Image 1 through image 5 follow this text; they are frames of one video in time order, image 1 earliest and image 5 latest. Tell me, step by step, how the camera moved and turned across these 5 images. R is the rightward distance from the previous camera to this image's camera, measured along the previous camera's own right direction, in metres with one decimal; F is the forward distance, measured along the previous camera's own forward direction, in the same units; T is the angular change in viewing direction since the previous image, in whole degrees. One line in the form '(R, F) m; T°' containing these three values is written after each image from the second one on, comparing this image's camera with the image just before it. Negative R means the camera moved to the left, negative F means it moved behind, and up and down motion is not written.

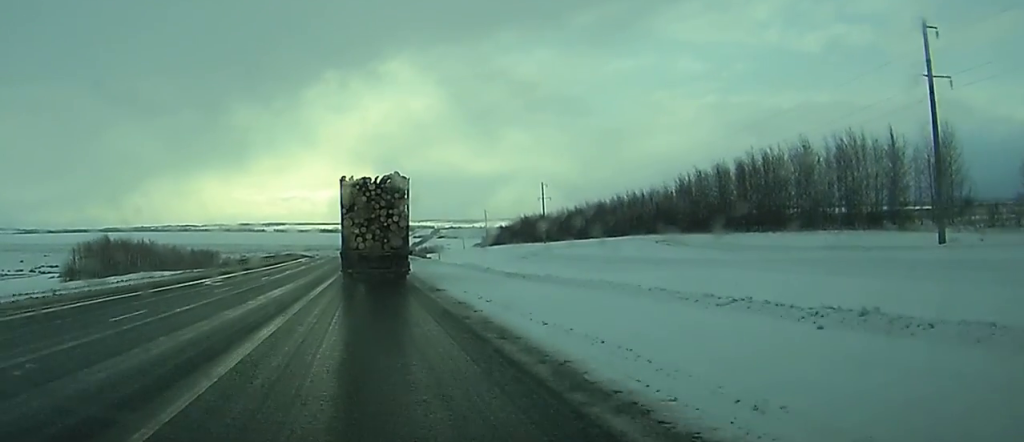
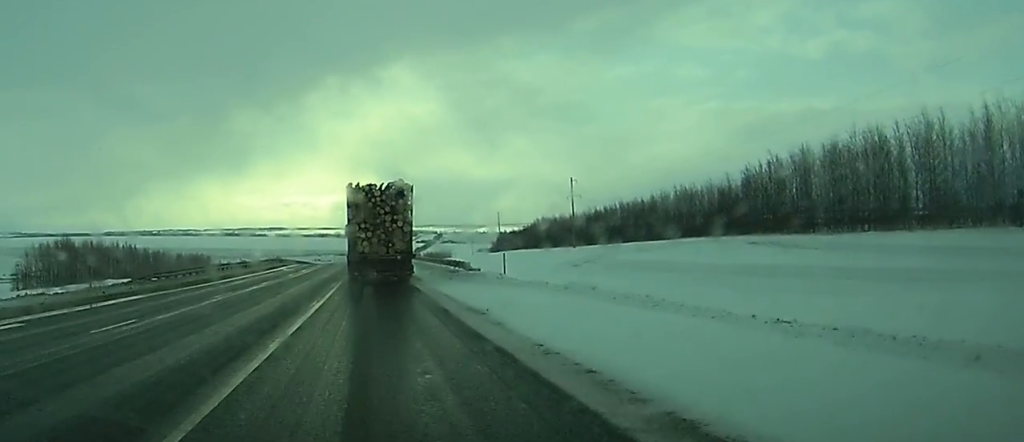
(+0.1, +25.9) m; 0°
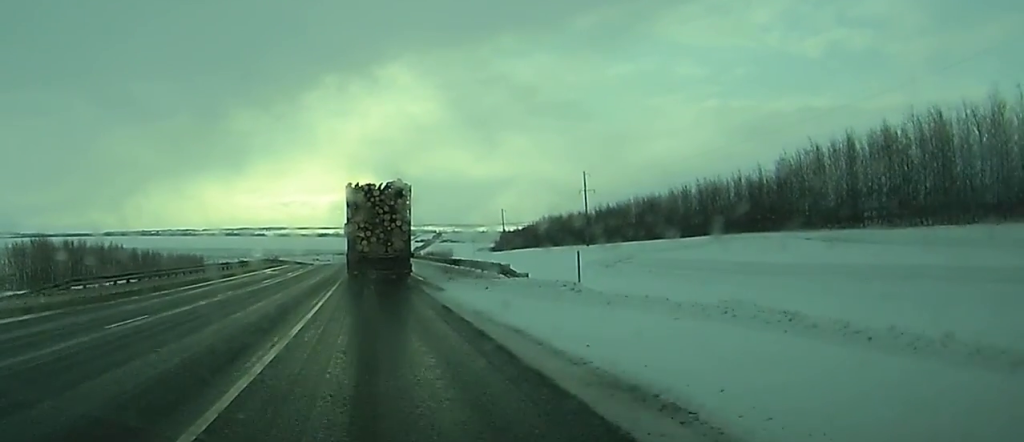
(0.0, +11.2) m; 0°
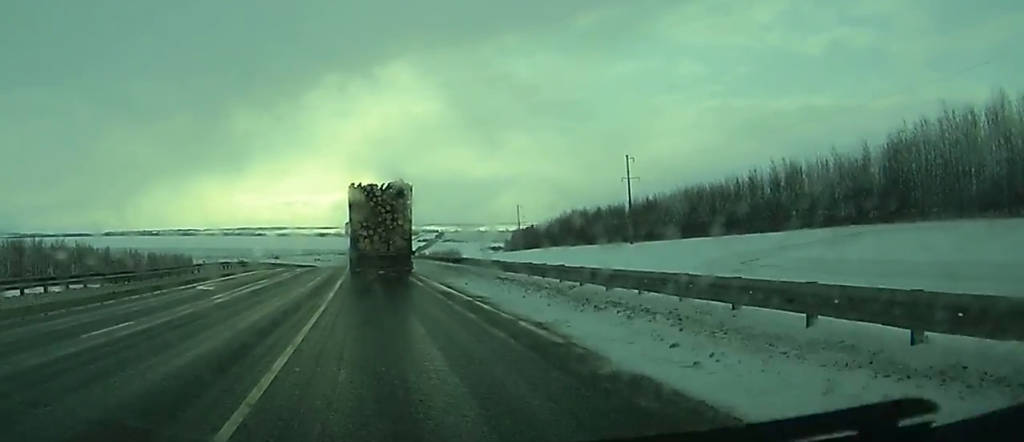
(0.0, +25.6) m; 0°
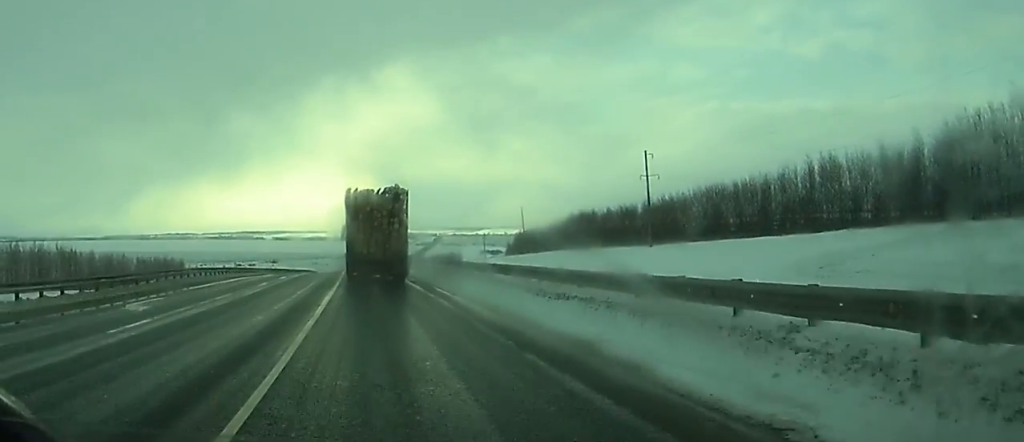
(0.0, +10.0) m; 0°
